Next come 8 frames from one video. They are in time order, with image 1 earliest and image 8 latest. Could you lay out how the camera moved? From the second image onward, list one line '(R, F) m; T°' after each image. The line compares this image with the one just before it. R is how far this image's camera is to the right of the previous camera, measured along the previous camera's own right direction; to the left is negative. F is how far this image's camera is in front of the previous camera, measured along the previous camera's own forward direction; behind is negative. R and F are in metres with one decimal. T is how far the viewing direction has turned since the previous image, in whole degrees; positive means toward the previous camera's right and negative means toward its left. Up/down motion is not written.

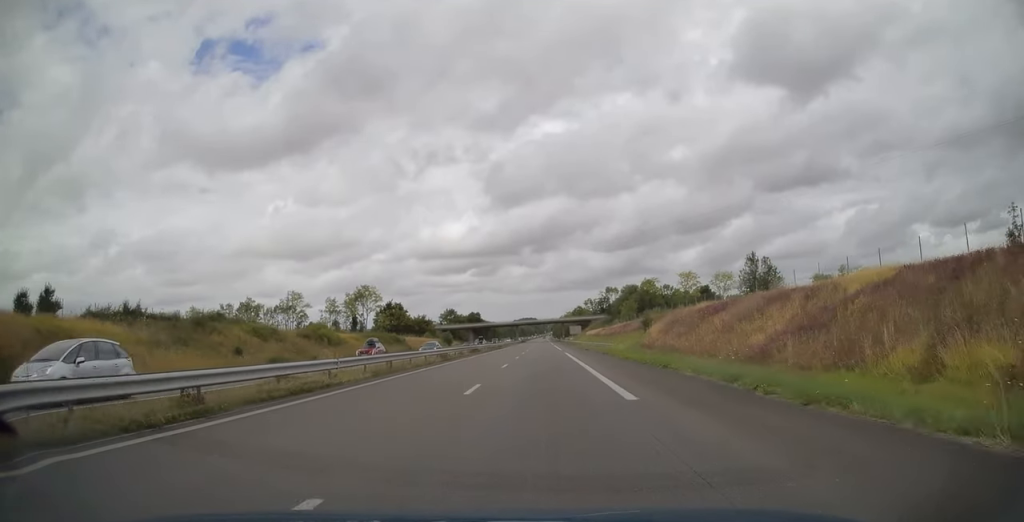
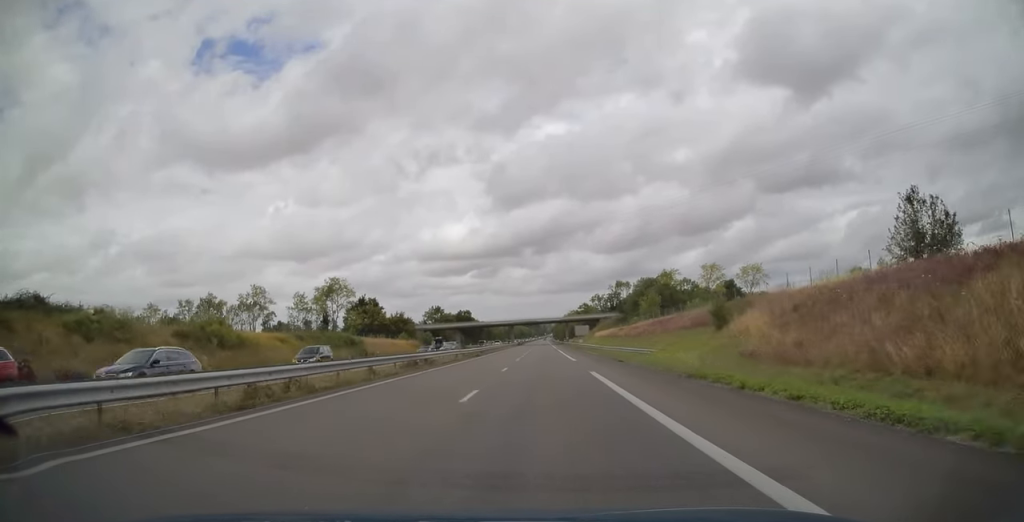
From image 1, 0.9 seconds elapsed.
(0.0, +27.4) m; 0°
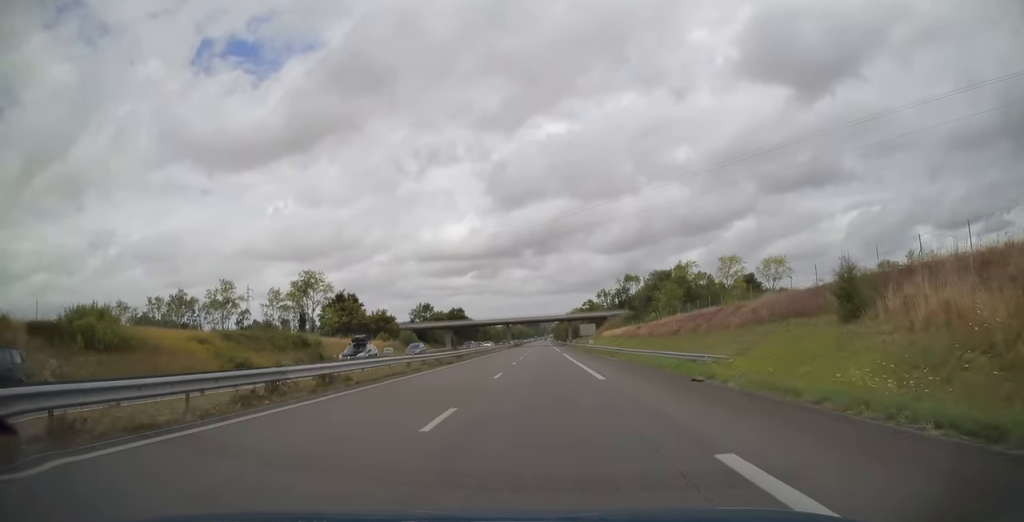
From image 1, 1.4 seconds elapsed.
(0.0, +17.2) m; 0°
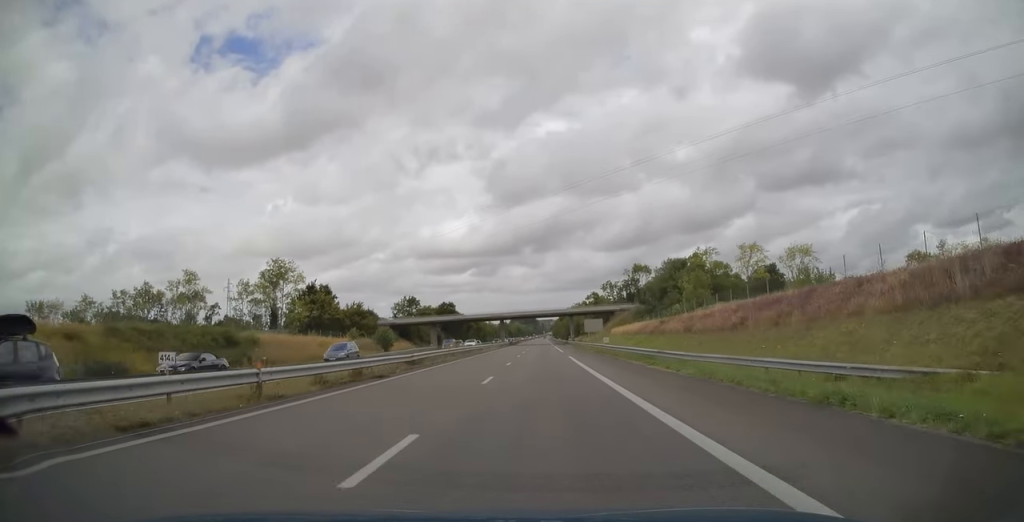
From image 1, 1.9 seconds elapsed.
(0.0, +16.7) m; 0°
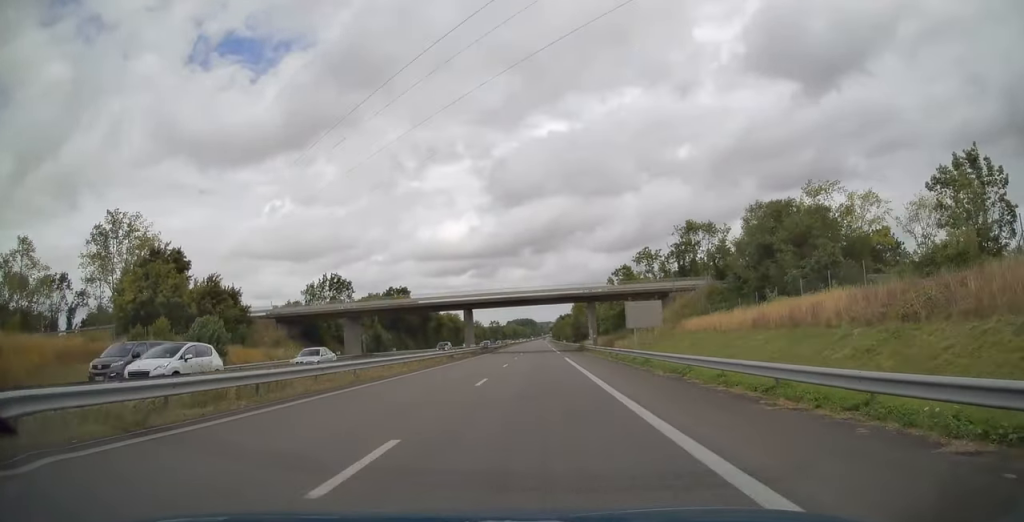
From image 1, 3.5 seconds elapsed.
(+0.3, +51.9) m; 0°
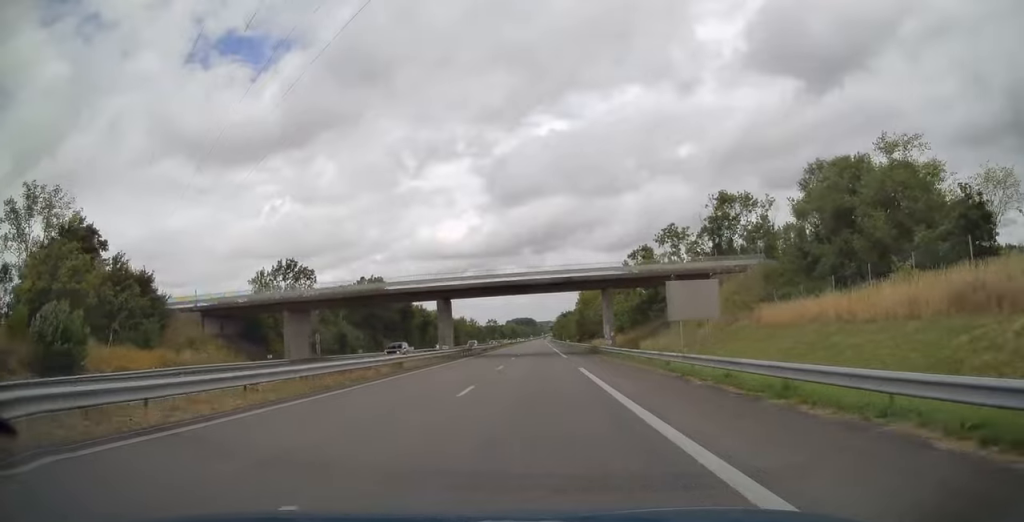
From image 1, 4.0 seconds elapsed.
(+0.1, +16.5) m; 0°
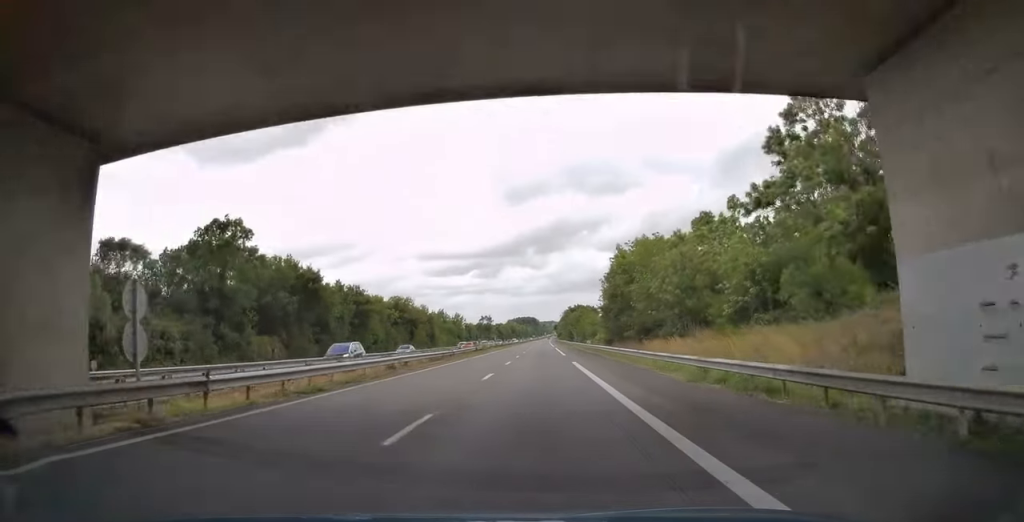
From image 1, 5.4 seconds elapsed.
(-0.4, +45.5) m; -1°
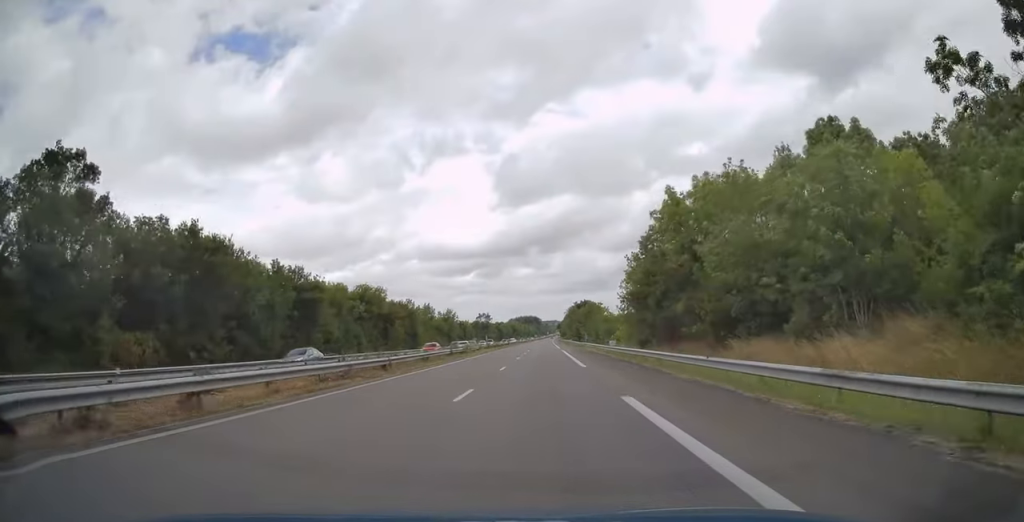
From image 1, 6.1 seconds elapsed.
(-0.1, +20.4) m; 0°
